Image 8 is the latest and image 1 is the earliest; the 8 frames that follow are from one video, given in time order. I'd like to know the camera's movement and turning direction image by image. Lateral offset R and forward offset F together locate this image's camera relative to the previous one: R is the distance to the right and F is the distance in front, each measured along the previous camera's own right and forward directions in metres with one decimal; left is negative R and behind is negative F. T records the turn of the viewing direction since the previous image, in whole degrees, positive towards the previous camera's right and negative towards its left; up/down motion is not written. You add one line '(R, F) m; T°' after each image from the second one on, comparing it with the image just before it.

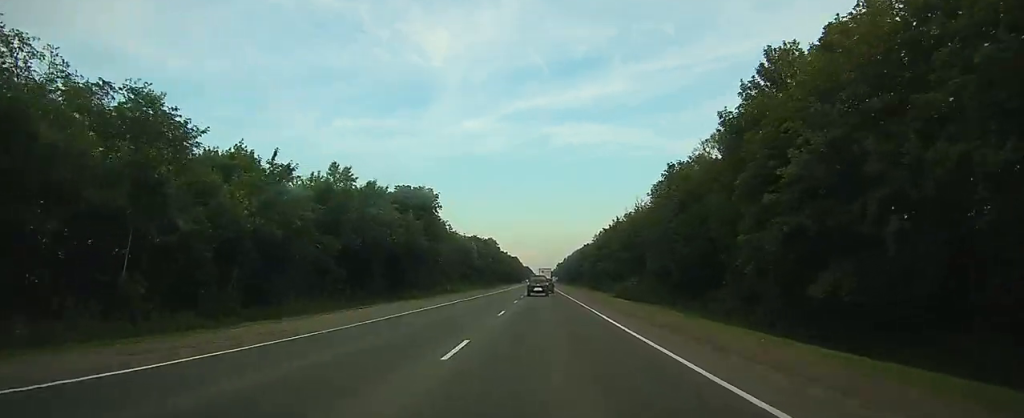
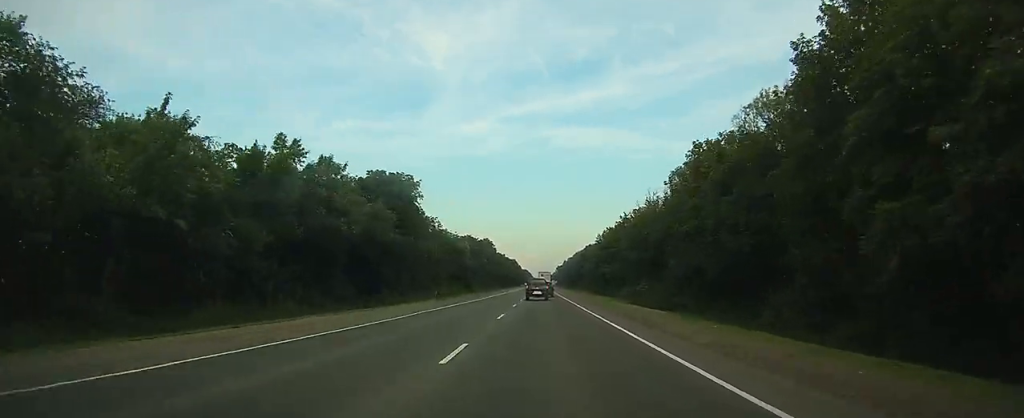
(0.0, +10.7) m; 0°
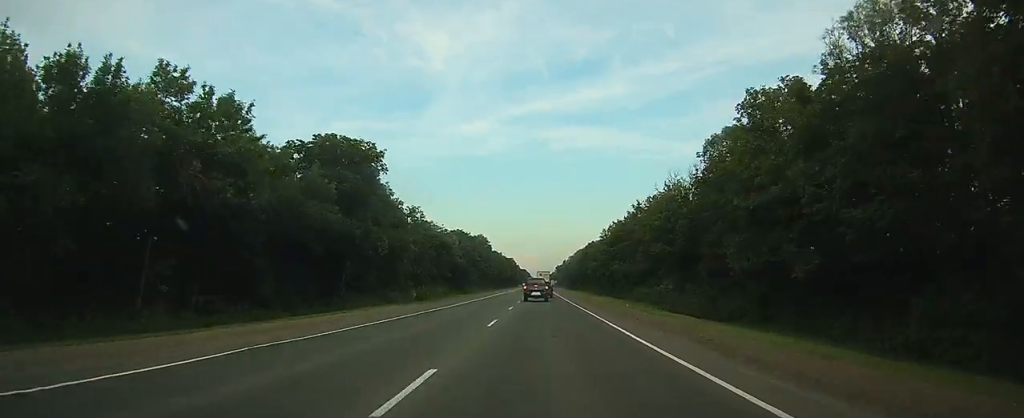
(0.0, +14.6) m; 0°
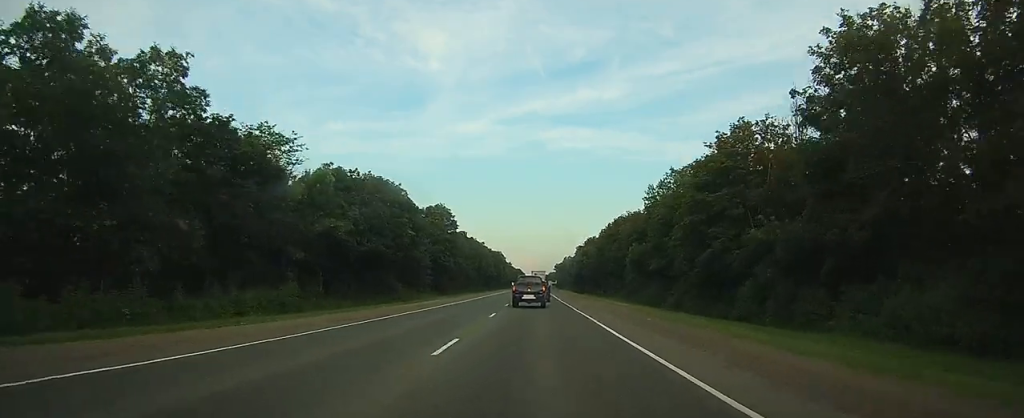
(+0.7, +76.2) m; +1°
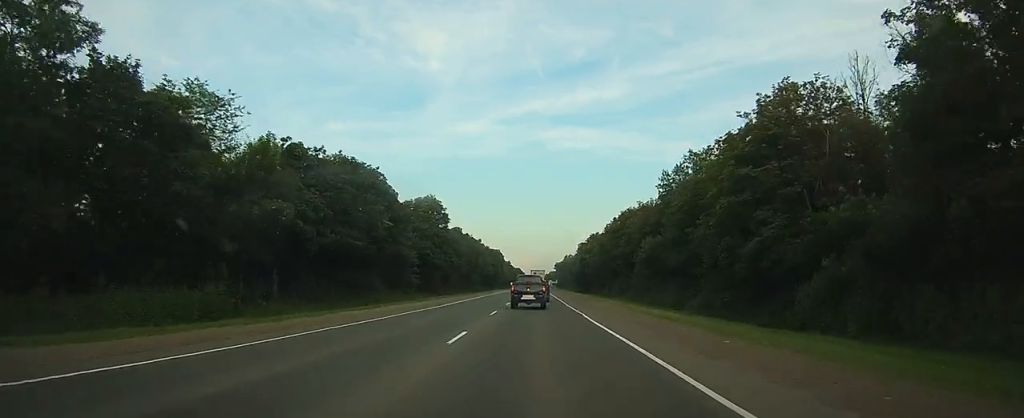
(+0.1, +11.5) m; 0°
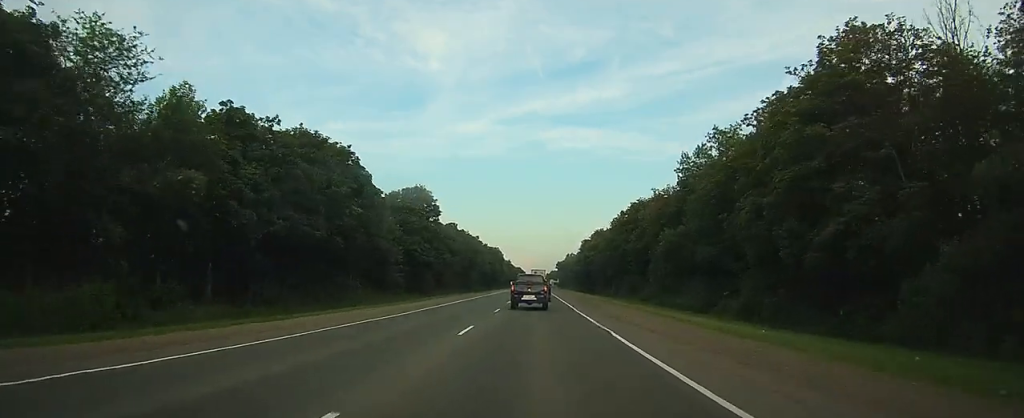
(+0.1, +11.3) m; 0°
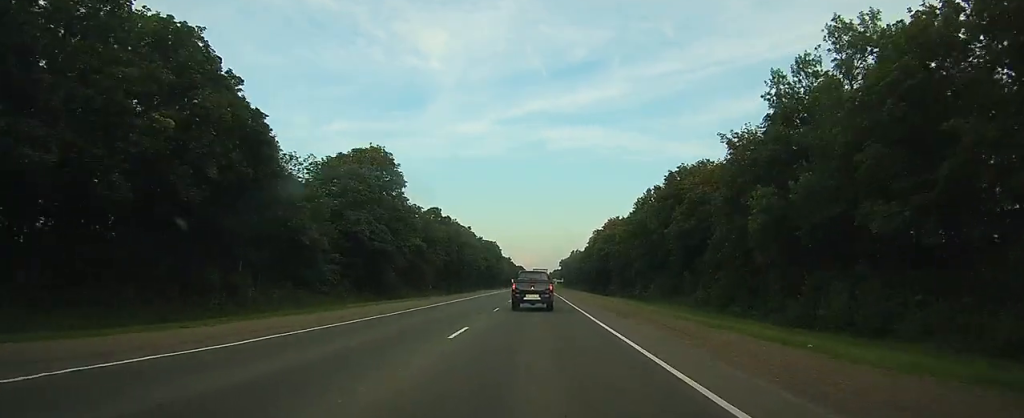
(-0.1, +28.4) m; 0°
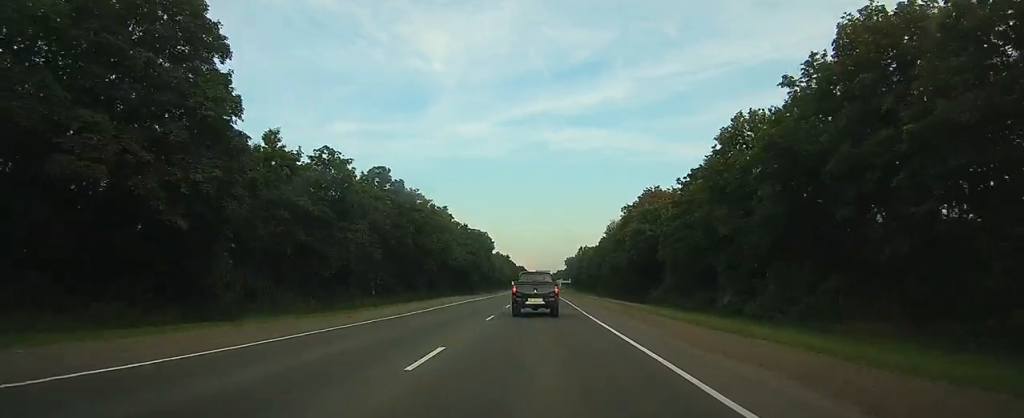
(-0.2, +42.4) m; 0°
